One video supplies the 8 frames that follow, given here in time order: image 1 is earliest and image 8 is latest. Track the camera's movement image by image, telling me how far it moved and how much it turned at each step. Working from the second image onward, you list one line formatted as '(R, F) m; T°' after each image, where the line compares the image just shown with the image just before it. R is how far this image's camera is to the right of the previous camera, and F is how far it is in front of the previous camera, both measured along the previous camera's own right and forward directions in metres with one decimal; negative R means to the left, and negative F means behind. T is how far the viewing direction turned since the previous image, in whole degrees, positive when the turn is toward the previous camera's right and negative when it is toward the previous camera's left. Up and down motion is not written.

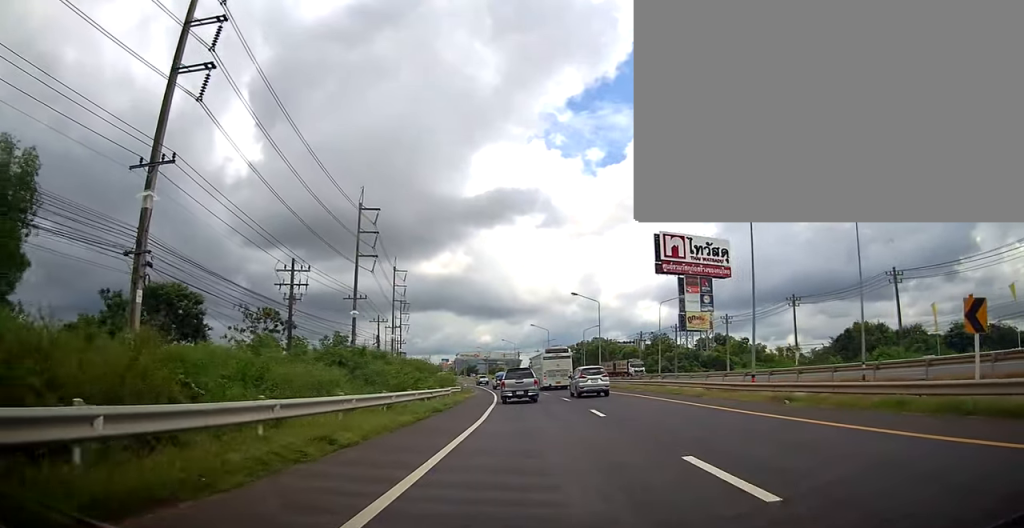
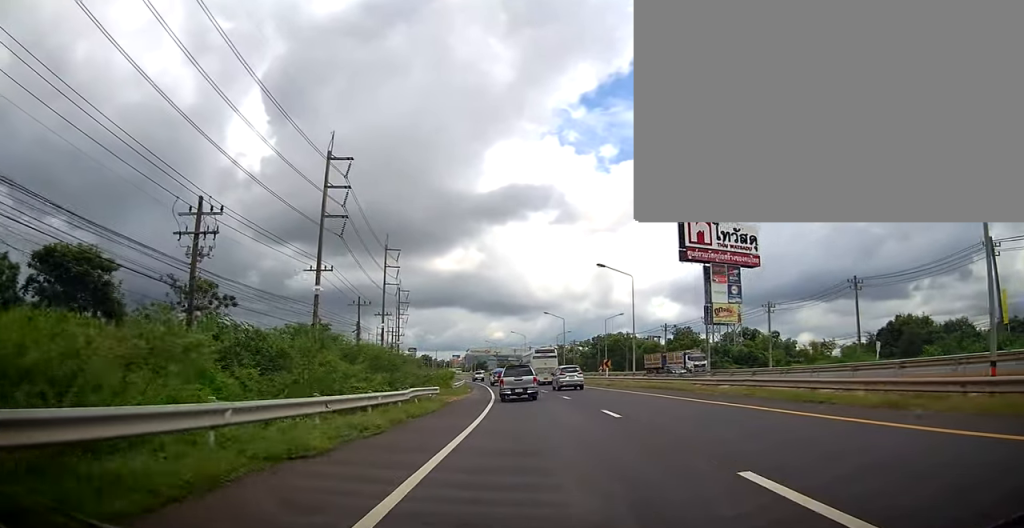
(0.0, +13.3) m; 0°
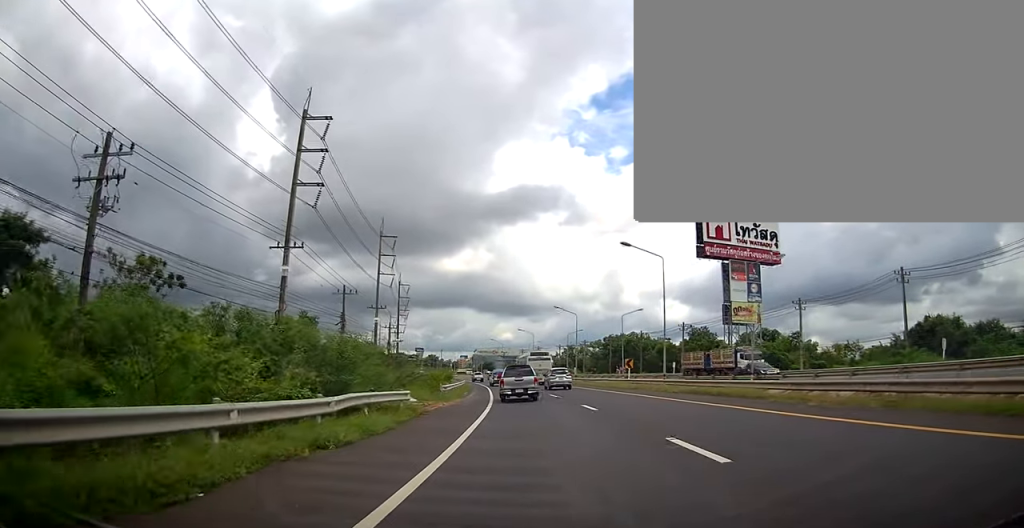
(-0.1, +7.9) m; 0°
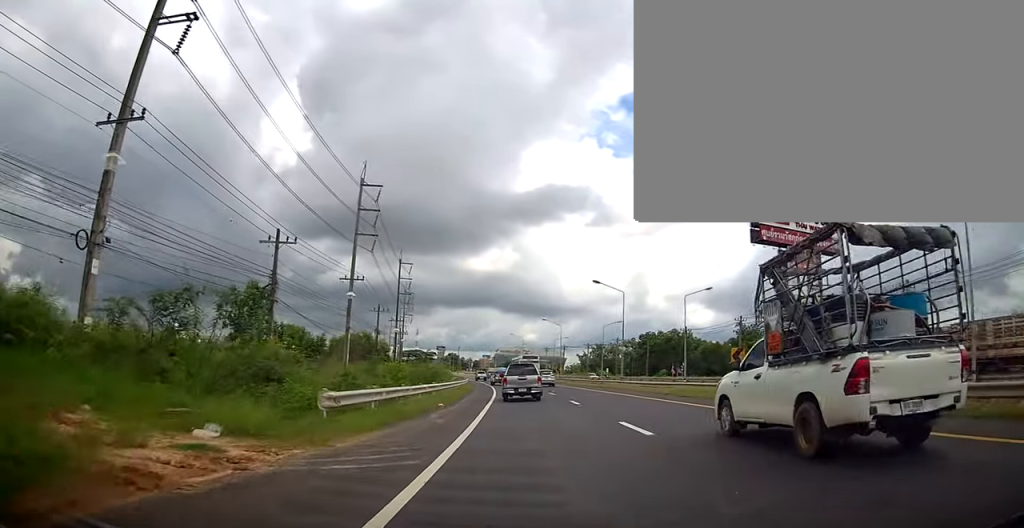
(0.0, +20.2) m; 0°
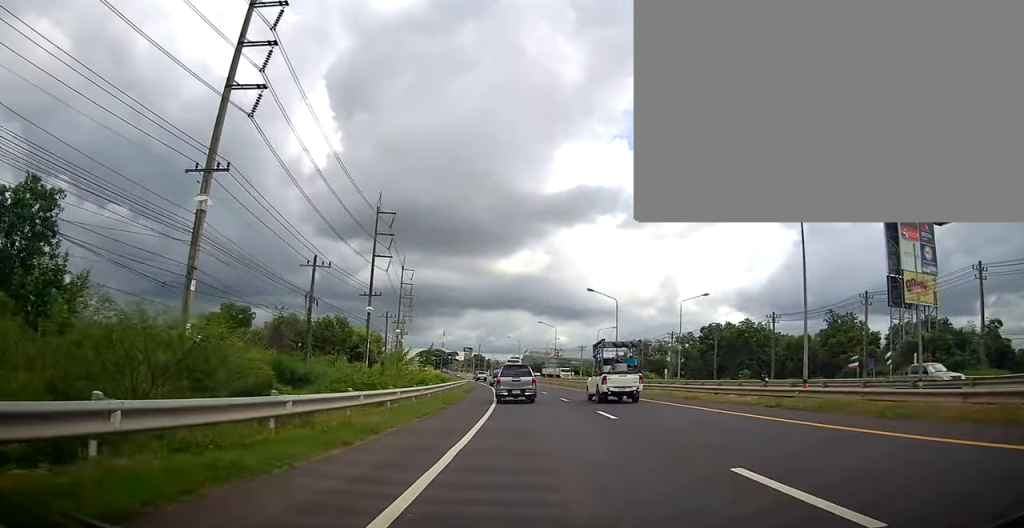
(-1.5, +31.0) m; -6°
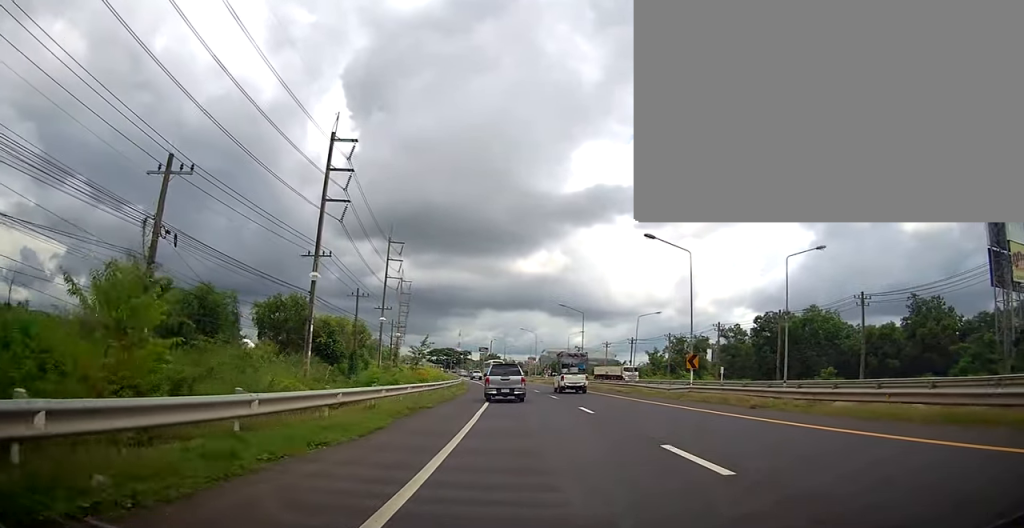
(-0.2, +21.1) m; -1°
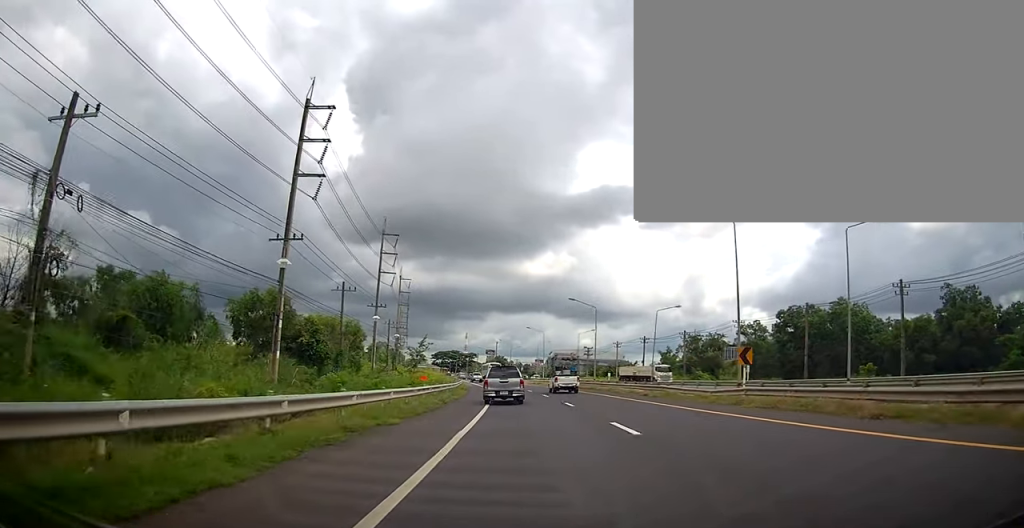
(0.0, +6.8) m; 0°
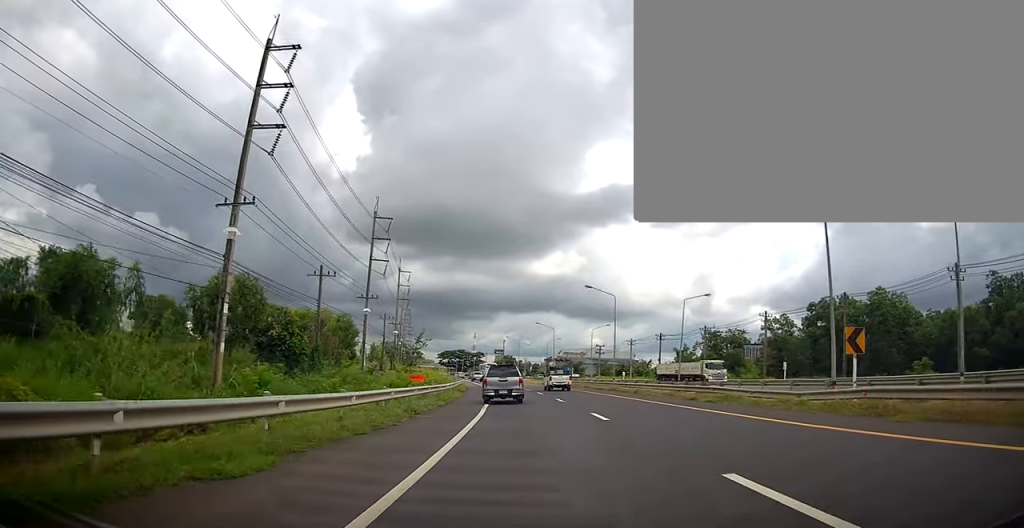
(0.0, +8.1) m; -1°
